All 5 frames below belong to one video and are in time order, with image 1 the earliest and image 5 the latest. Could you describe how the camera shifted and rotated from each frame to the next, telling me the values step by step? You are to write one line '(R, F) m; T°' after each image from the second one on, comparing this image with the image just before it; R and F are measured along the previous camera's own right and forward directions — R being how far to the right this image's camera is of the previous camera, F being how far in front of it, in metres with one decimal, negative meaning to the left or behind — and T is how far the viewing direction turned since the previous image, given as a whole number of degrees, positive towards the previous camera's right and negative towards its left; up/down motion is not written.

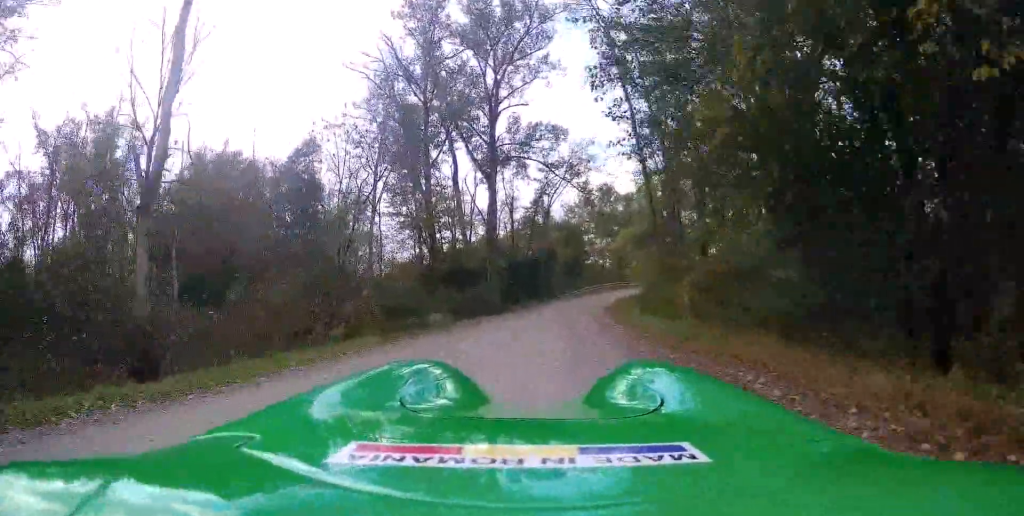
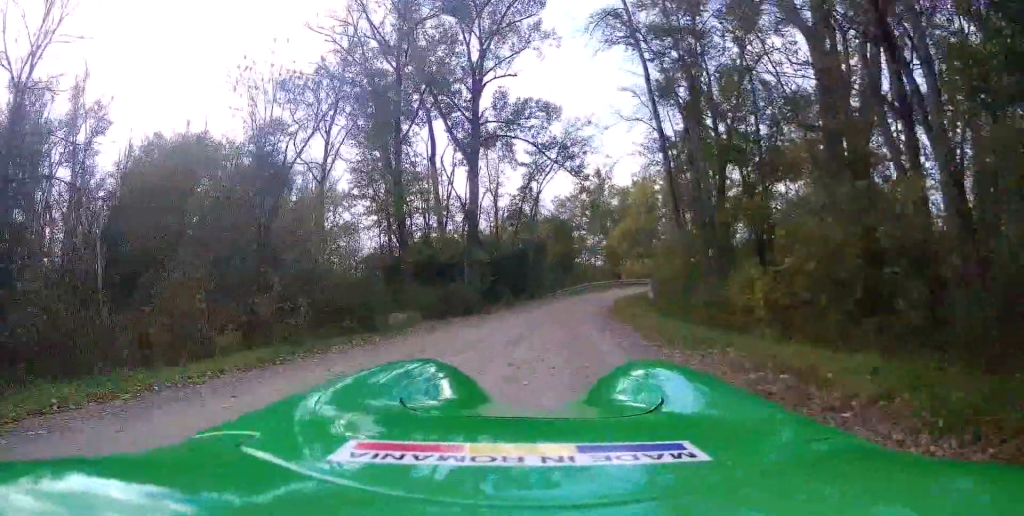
(-0.1, +7.6) m; -1°
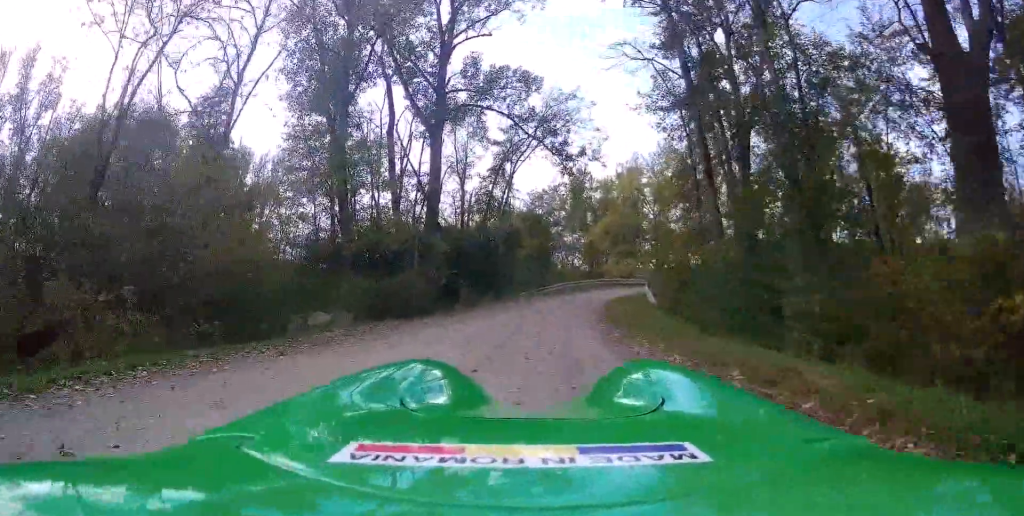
(0.0, +7.8) m; +2°
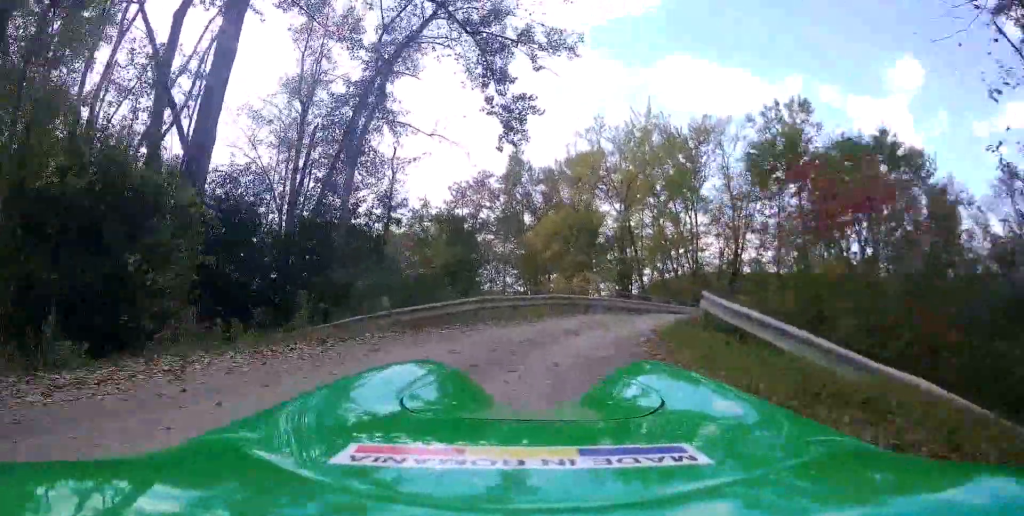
(+2.1, +21.6) m; +8°
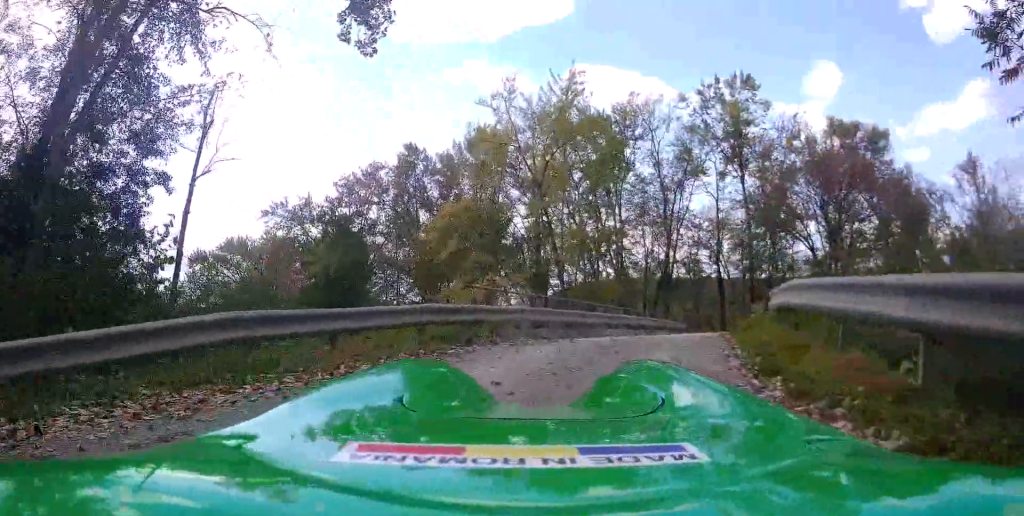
(+0.1, +10.5) m; +6°
